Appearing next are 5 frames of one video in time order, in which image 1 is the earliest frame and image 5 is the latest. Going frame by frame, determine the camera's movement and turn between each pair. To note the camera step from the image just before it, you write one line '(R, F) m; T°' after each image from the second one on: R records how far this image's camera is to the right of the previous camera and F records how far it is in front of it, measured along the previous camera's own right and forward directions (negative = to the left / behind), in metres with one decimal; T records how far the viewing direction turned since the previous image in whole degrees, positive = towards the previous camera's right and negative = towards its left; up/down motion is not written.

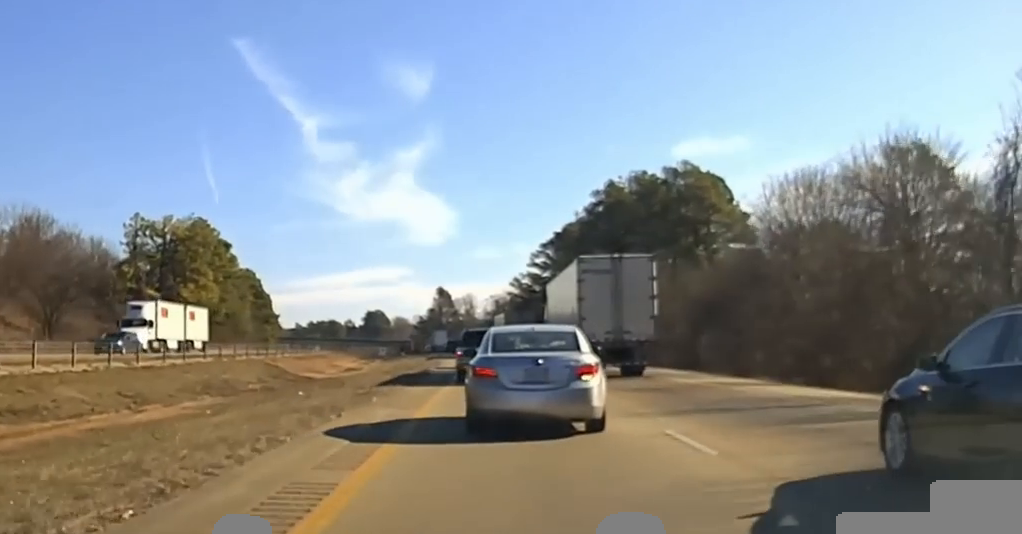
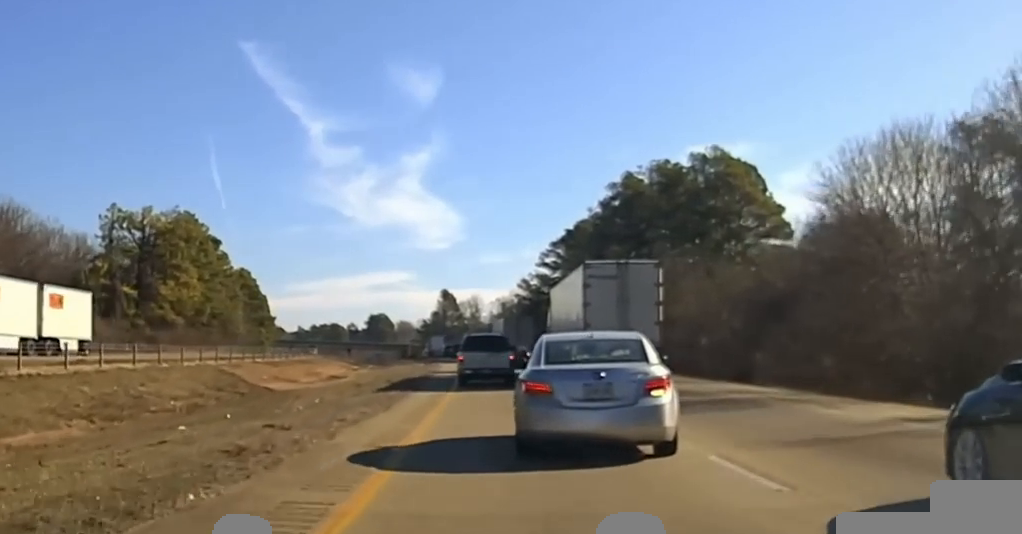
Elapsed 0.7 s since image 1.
(0.0, +18.3) m; 0°
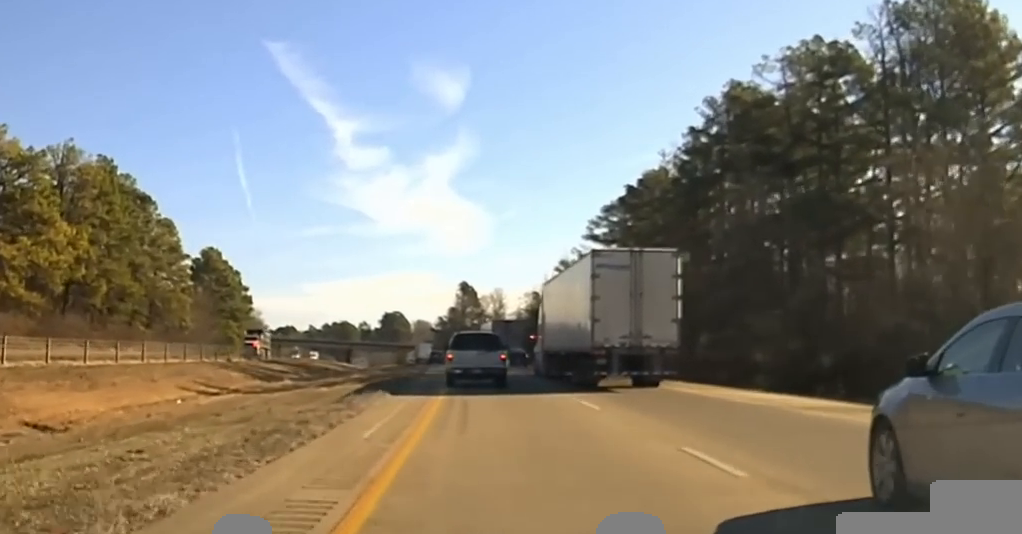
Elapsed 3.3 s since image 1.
(-1.1, +70.6) m; -2°
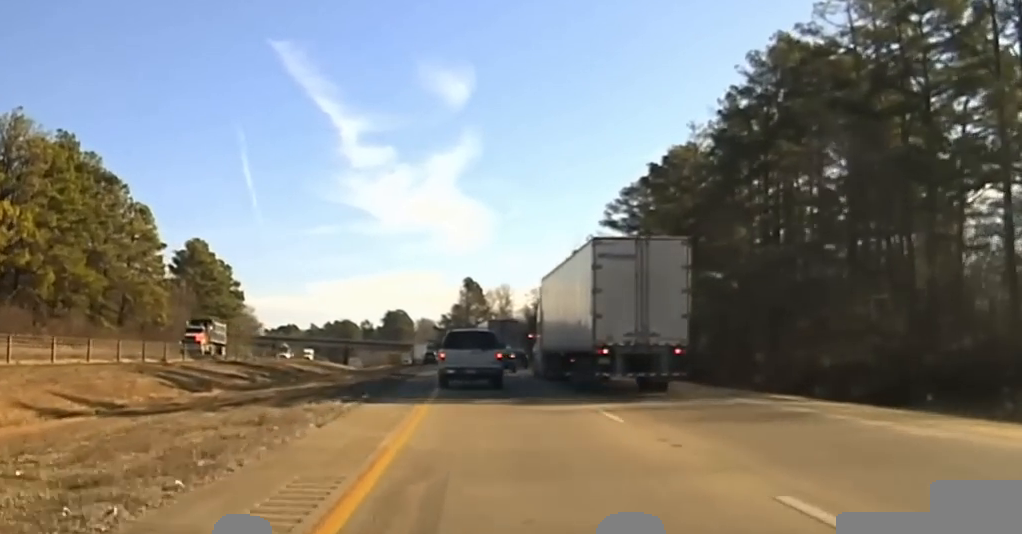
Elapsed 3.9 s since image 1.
(-0.3, +16.0) m; -1°
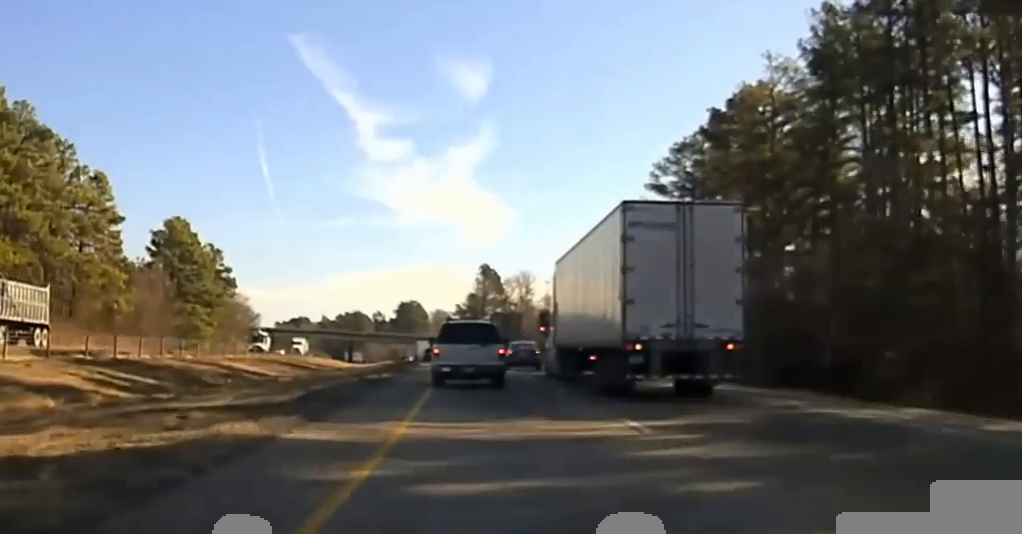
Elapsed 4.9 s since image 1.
(-0.1, +27.1) m; 0°
